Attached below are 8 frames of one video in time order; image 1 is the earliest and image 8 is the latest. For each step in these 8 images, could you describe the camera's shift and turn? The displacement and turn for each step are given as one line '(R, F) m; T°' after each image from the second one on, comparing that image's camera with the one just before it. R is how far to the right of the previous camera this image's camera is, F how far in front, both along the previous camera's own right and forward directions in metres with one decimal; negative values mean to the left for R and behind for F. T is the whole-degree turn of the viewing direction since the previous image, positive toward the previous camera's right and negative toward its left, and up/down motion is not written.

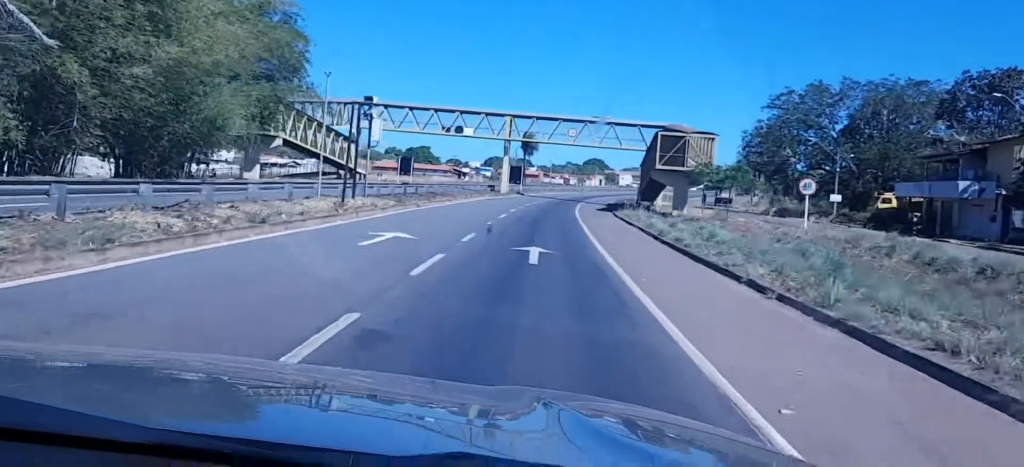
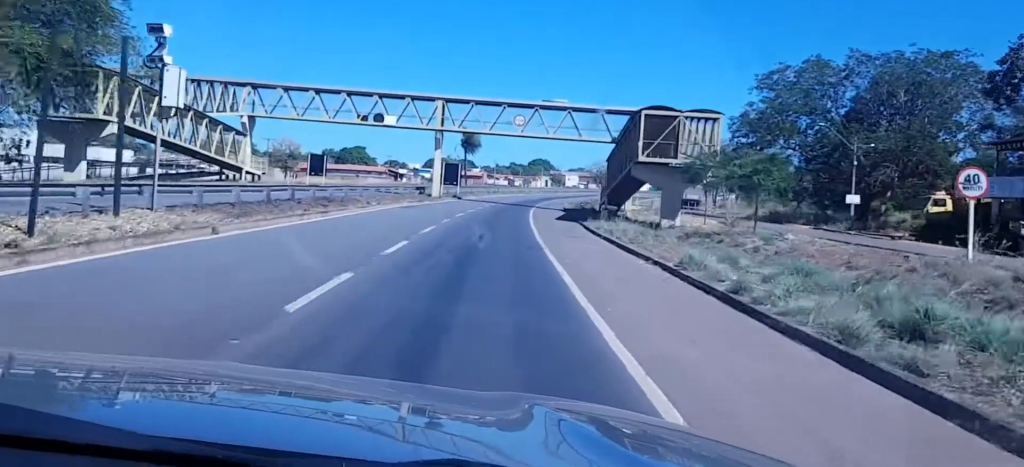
(+0.7, +20.9) m; +3°
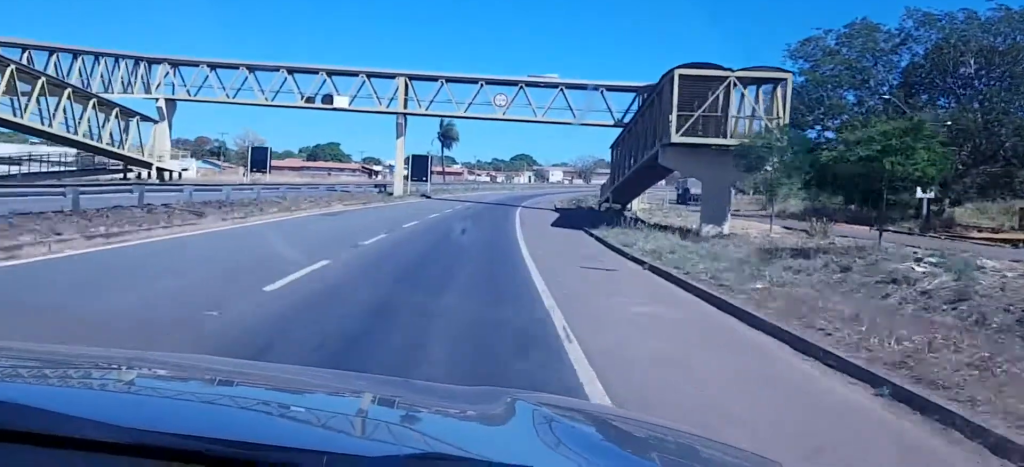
(+0.3, +15.0) m; +1°
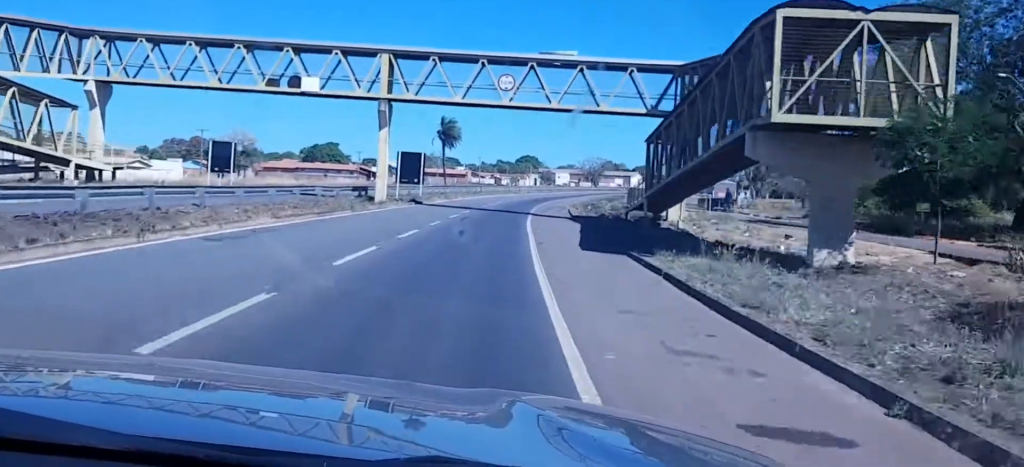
(+0.1, +12.8) m; 0°
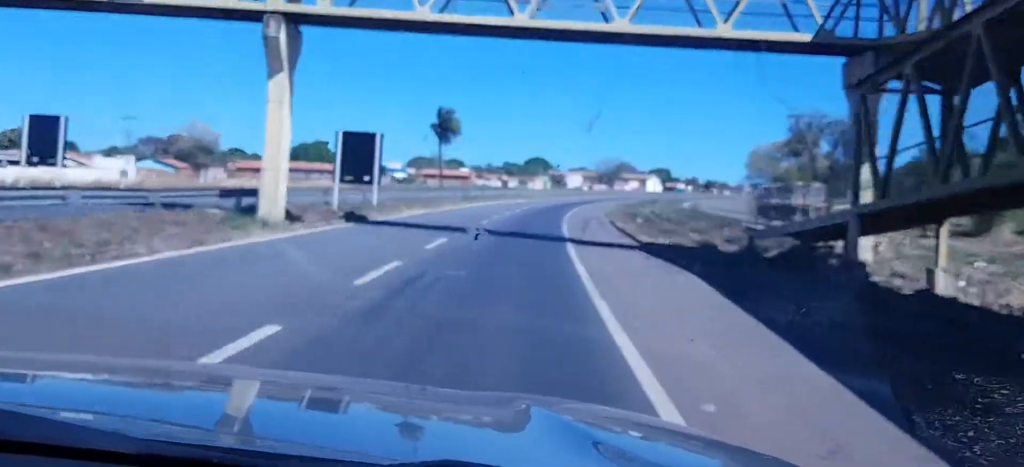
(+0.1, +27.7) m; +1°
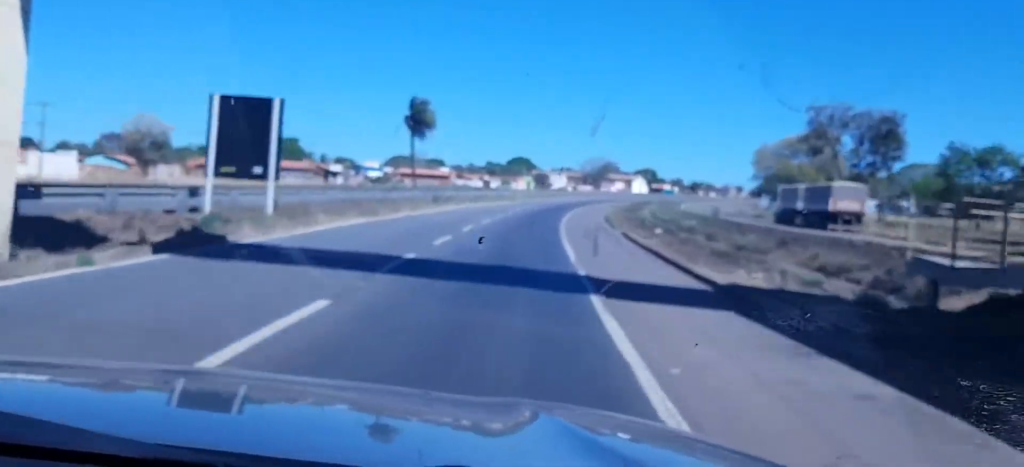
(+0.2, +15.0) m; +1°
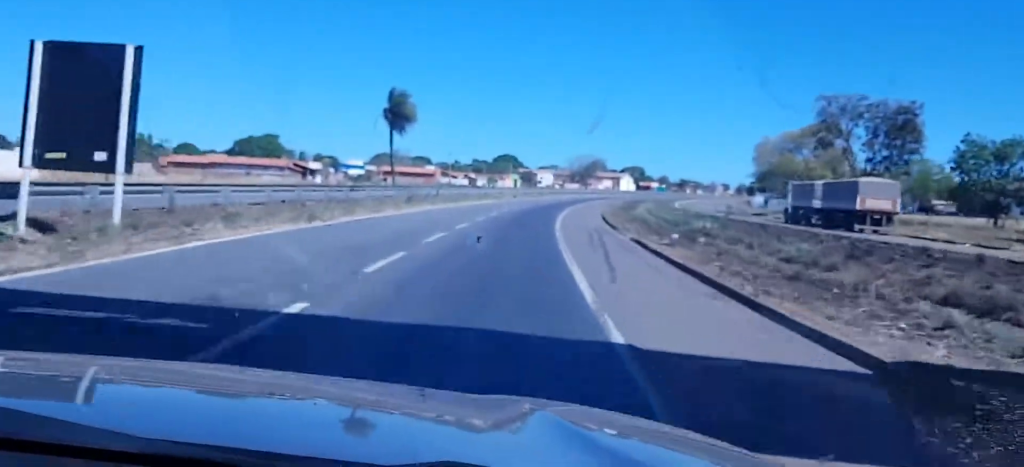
(+0.1, +9.6) m; 0°
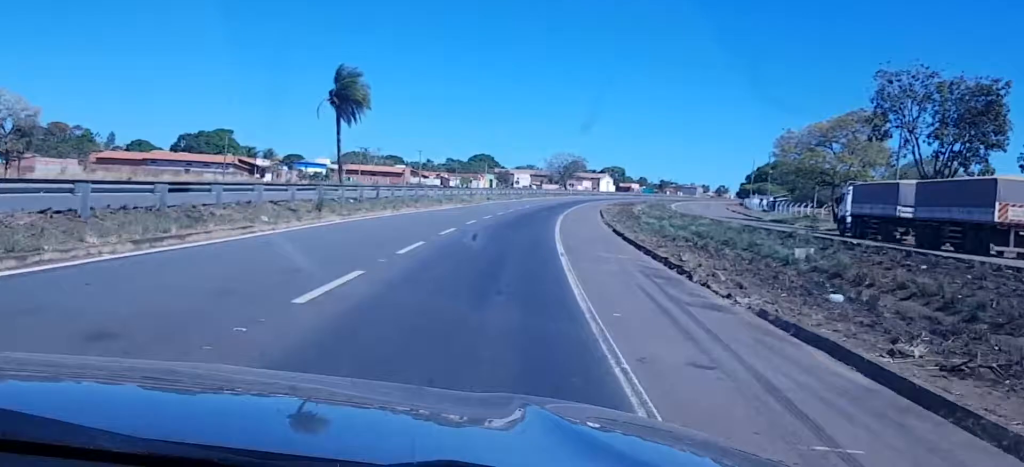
(0.0, +21.1) m; 0°
